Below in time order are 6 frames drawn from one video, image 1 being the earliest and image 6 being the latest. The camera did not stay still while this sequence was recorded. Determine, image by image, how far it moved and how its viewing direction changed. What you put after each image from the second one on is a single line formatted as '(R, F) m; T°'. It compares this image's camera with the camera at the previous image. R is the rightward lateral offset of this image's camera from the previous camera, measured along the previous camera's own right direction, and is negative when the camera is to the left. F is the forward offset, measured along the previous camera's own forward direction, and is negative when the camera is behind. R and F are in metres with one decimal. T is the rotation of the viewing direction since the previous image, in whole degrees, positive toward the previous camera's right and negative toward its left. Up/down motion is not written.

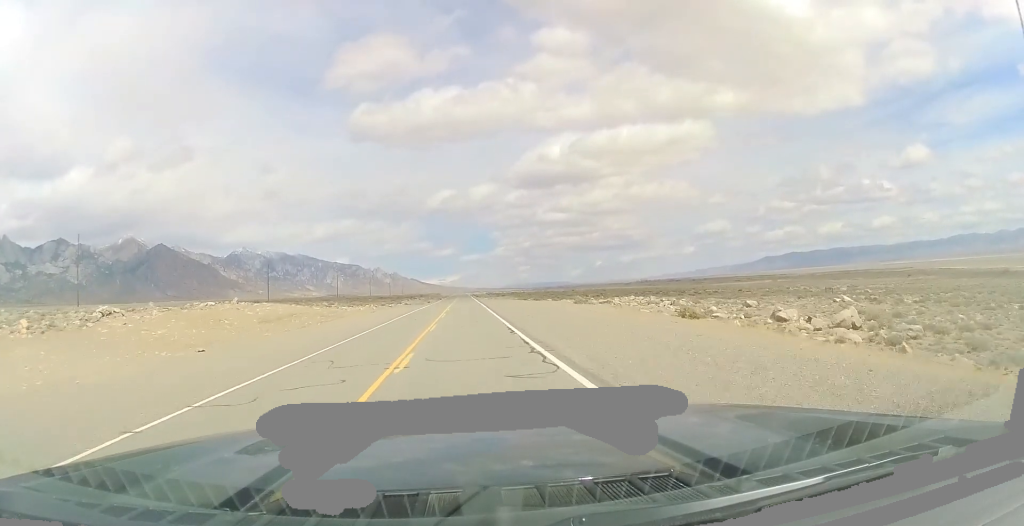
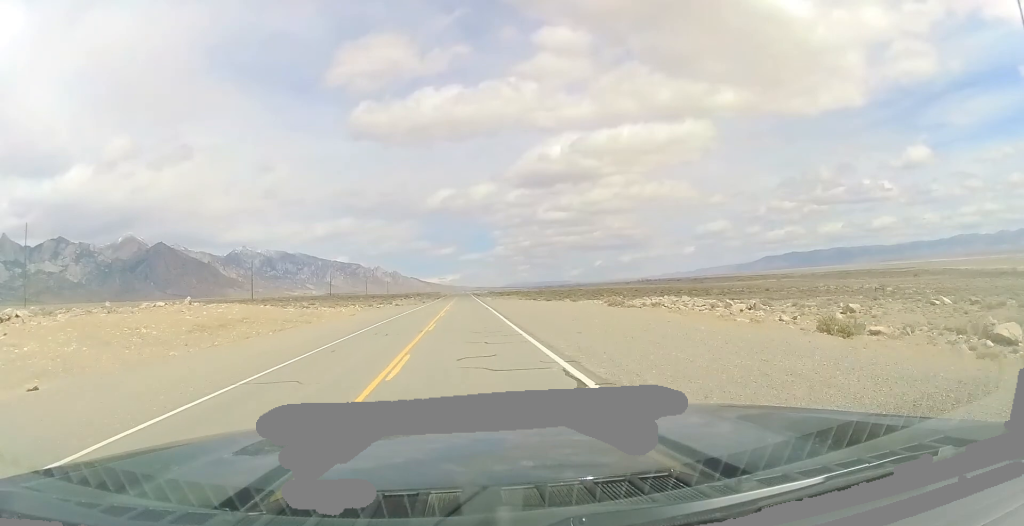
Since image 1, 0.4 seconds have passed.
(0.0, +13.4) m; 0°
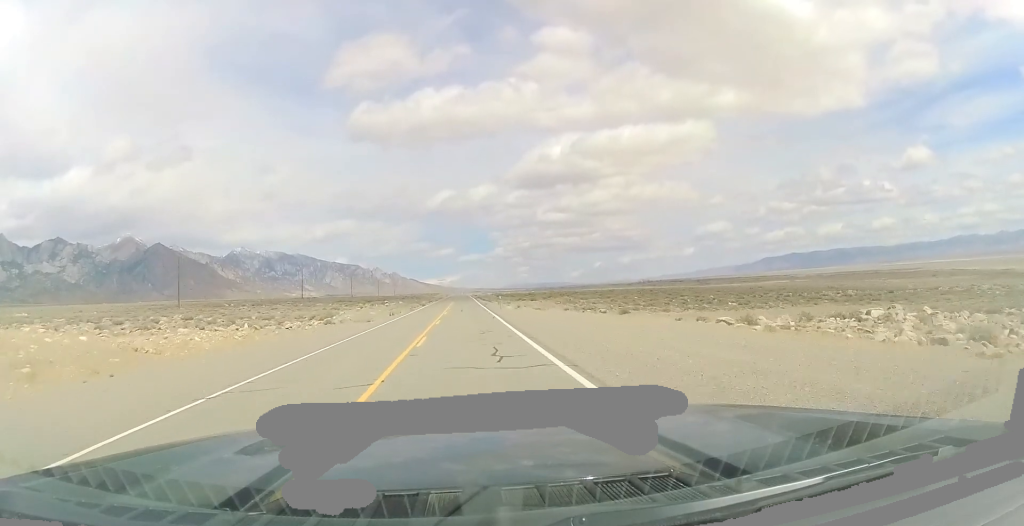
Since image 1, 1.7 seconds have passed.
(+0.3, +42.4) m; 0°
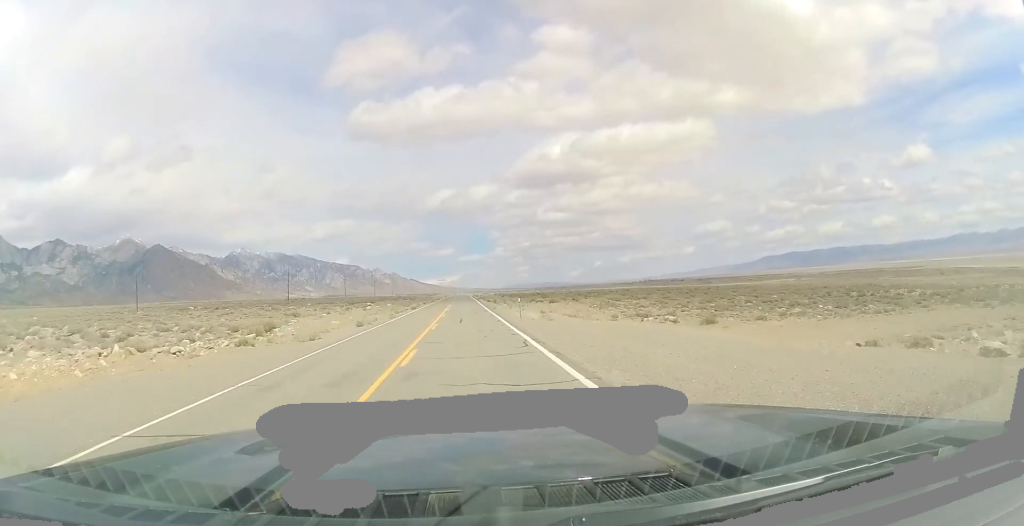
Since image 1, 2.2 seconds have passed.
(+0.2, +16.7) m; 0°
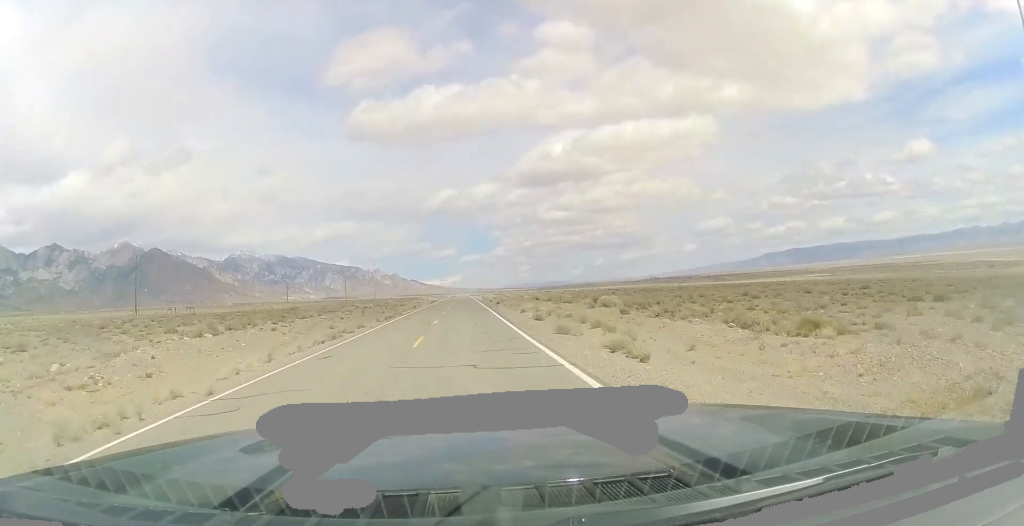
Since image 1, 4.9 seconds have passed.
(-0.7, +93.0) m; -1°
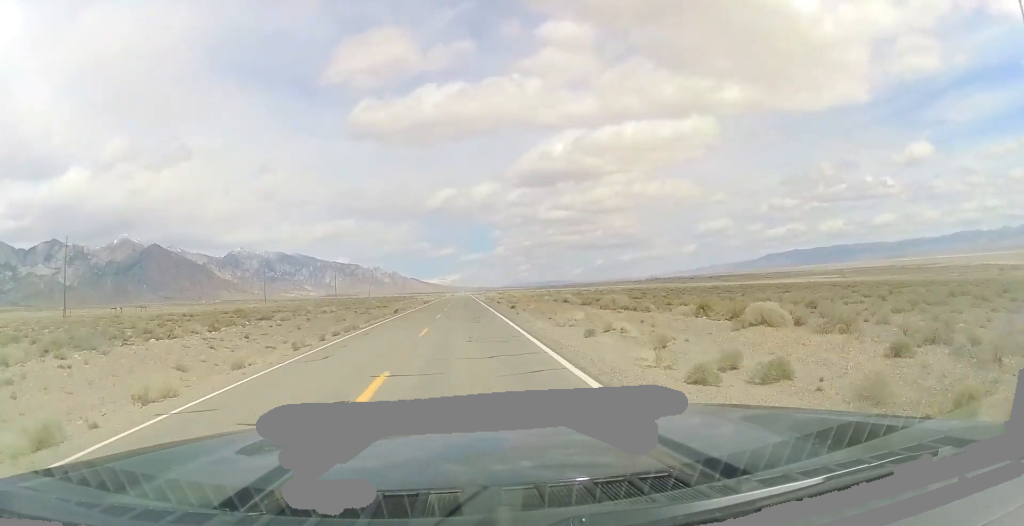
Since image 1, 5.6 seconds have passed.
(0.0, +21.3) m; 0°
